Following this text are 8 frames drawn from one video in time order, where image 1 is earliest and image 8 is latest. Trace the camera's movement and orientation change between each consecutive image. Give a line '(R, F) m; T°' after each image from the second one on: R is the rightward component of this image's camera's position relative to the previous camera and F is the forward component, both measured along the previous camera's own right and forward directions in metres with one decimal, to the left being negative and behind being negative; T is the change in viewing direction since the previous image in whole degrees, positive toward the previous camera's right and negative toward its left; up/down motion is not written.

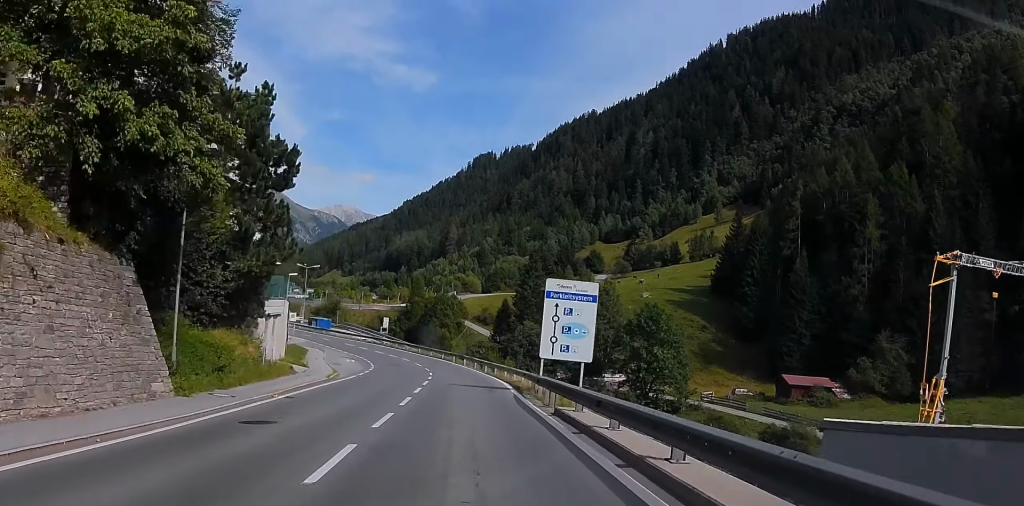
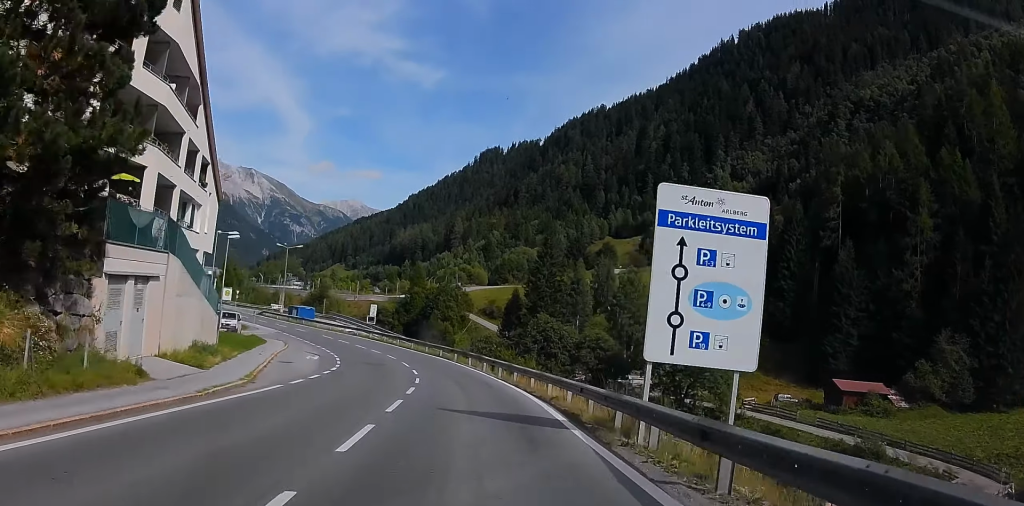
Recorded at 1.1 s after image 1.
(-1.4, +15.7) m; 0°
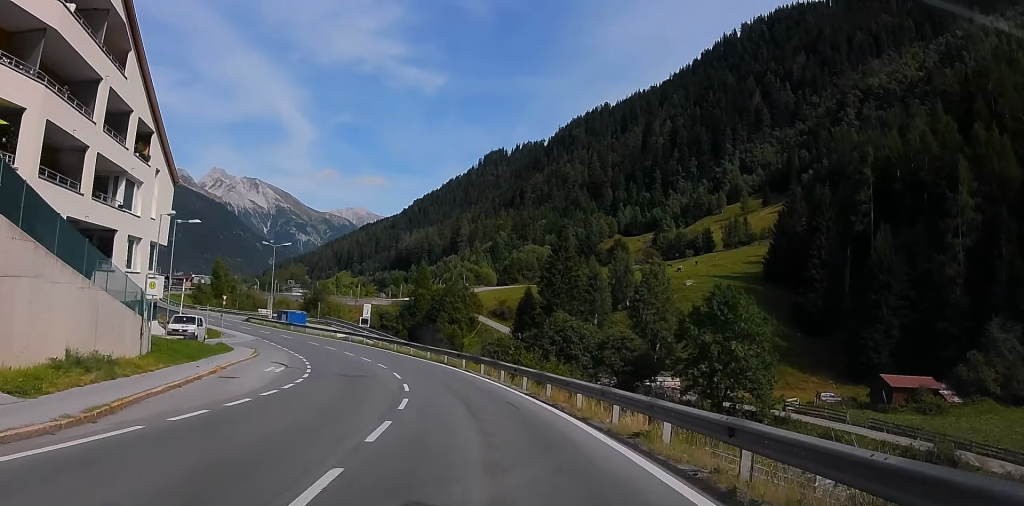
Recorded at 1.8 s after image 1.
(+0.9, +10.0) m; 0°
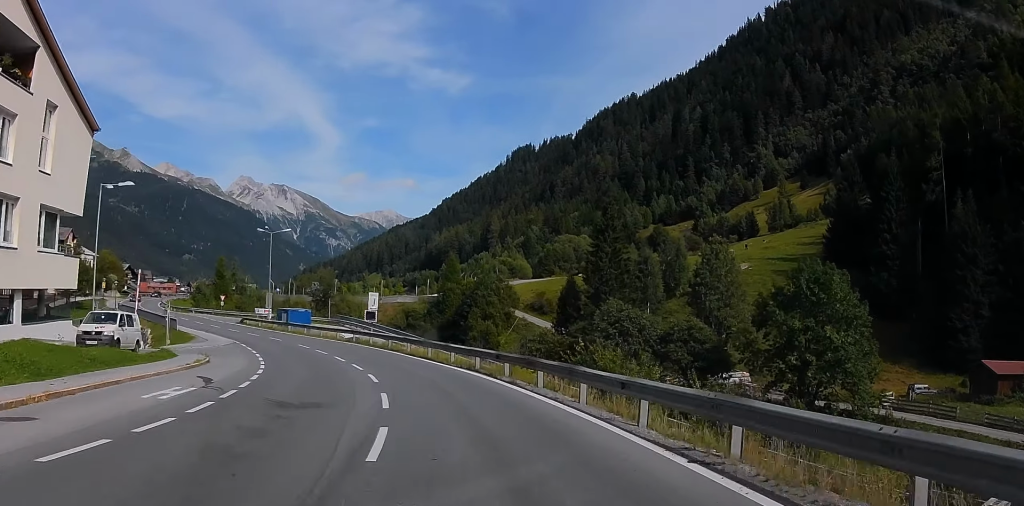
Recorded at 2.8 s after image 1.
(-0.4, +14.4) m; -1°
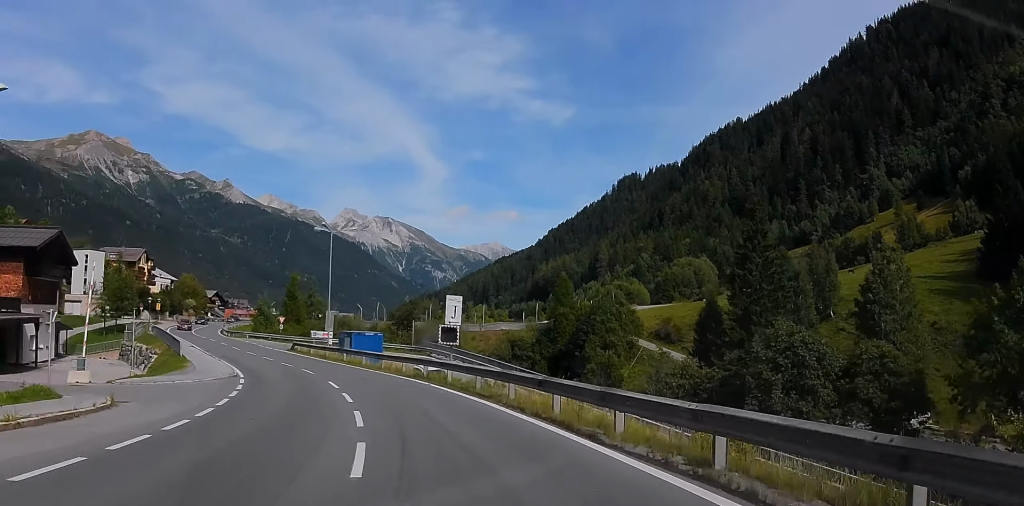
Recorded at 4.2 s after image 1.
(+0.6, +18.5) m; -3°
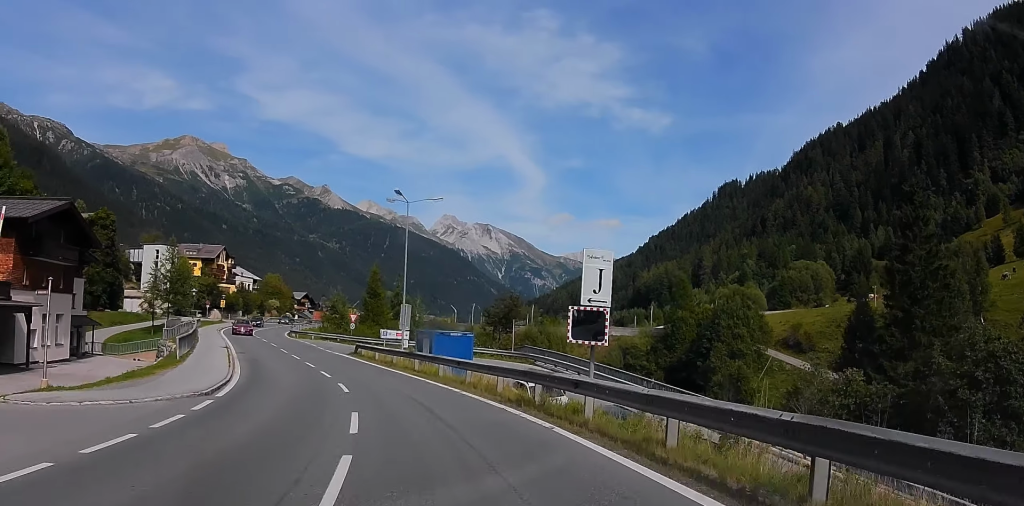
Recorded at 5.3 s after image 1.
(-1.9, +13.0) m; -14°
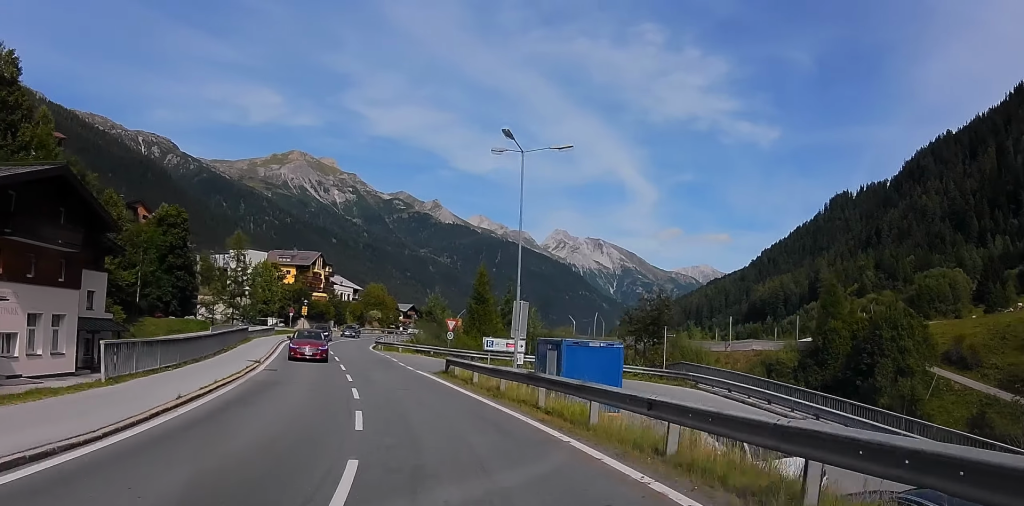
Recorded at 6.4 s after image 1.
(-1.9, +13.5) m; -16°
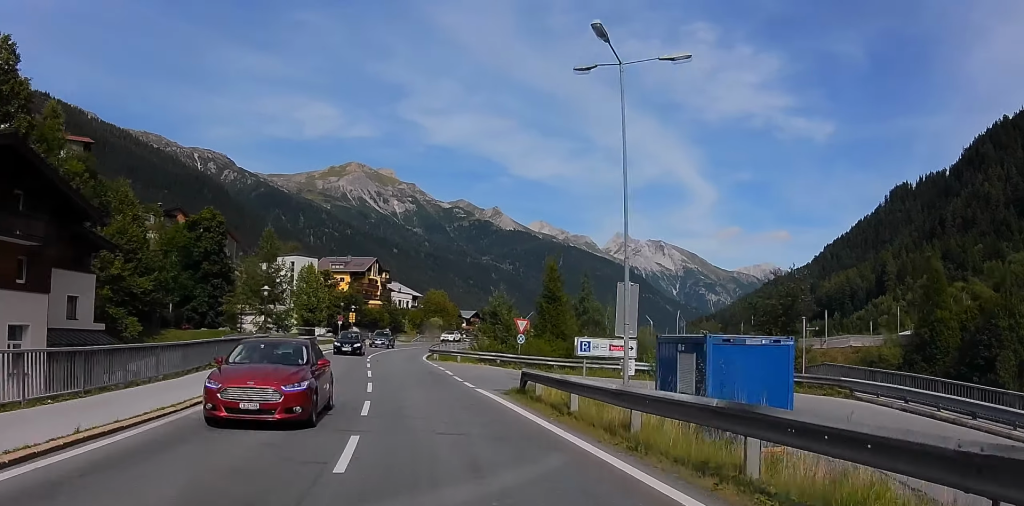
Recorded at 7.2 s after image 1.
(-1.6, +9.9) m; -3°
